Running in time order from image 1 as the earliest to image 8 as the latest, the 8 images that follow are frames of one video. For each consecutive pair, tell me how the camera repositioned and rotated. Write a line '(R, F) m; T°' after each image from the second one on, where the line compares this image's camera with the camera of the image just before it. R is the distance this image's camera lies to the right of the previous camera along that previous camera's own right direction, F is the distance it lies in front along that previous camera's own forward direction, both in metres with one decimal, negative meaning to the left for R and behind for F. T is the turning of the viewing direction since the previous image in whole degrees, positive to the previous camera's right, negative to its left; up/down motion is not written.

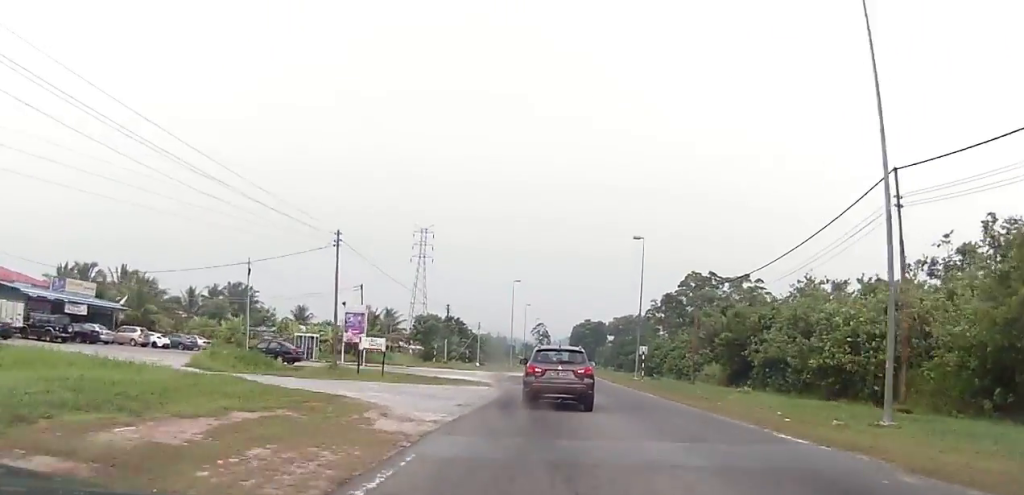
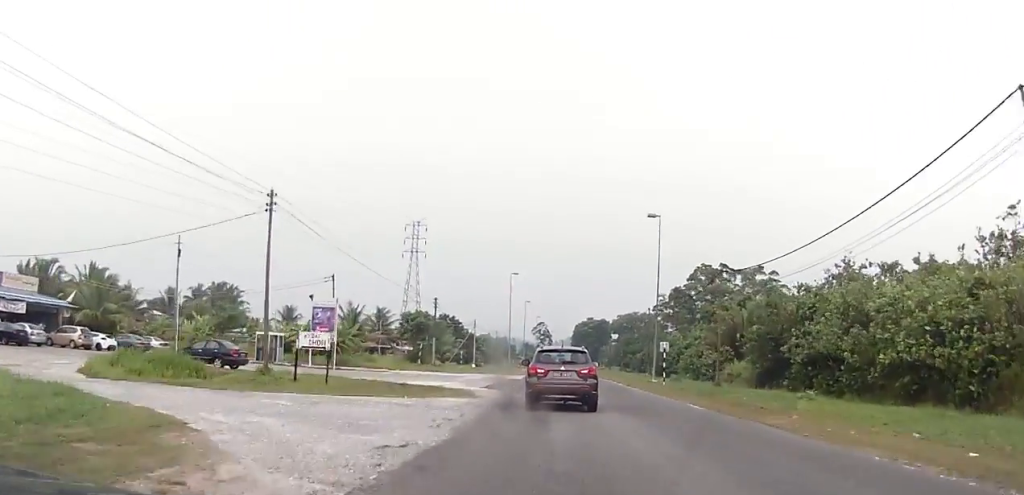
(0.0, +8.7) m; +1°
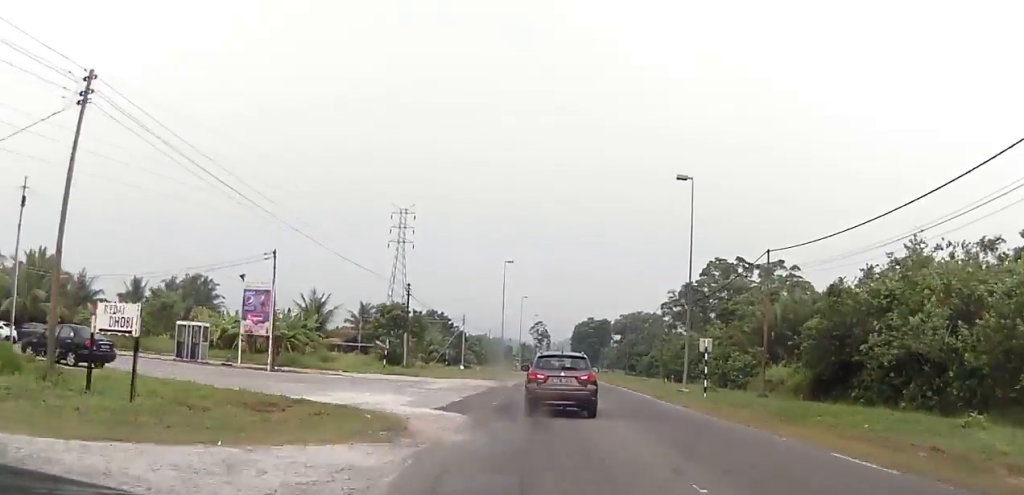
(+0.3, +12.0) m; +2°
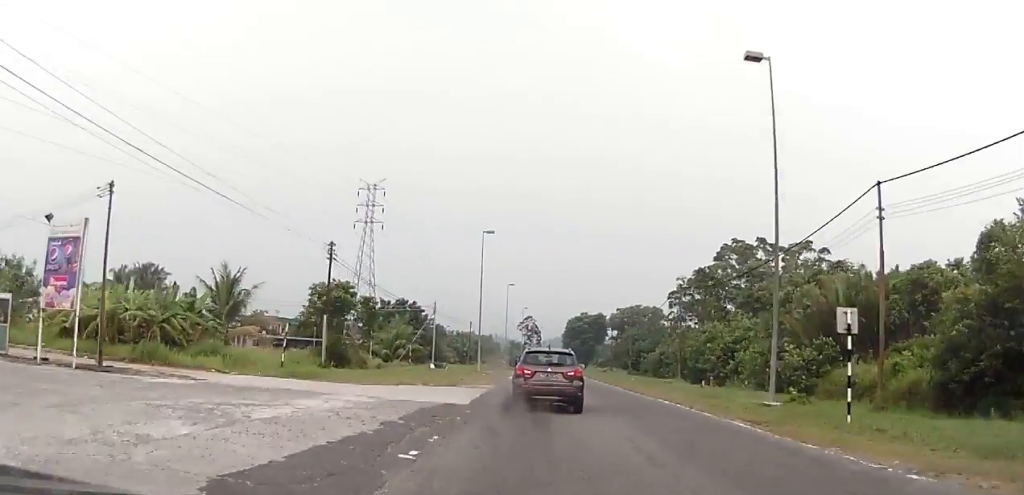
(+0.1, +16.6) m; 0°
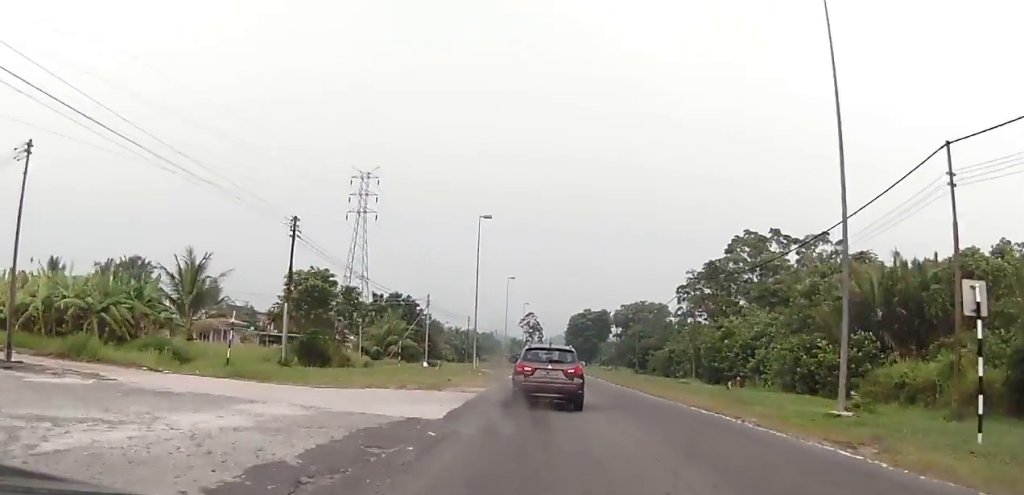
(0.0, +5.4) m; 0°
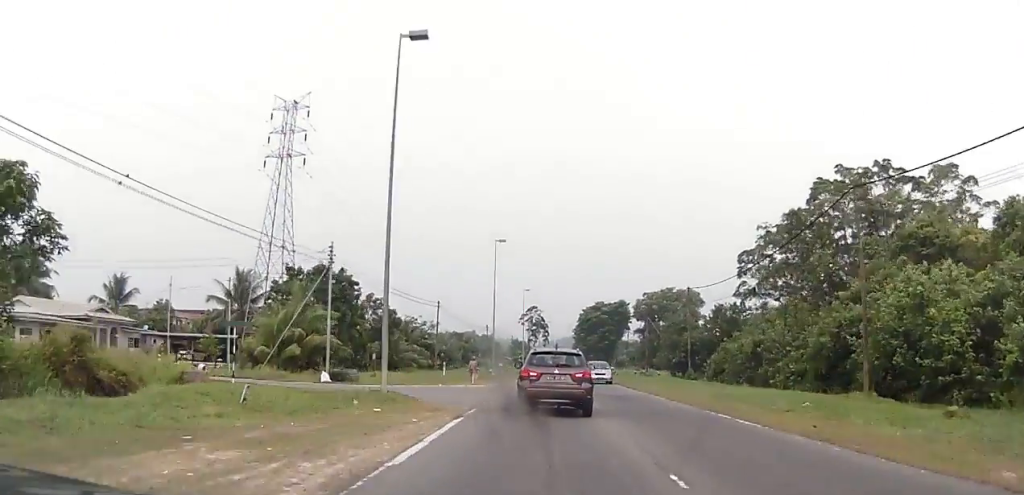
(-0.1, +32.1) m; 0°
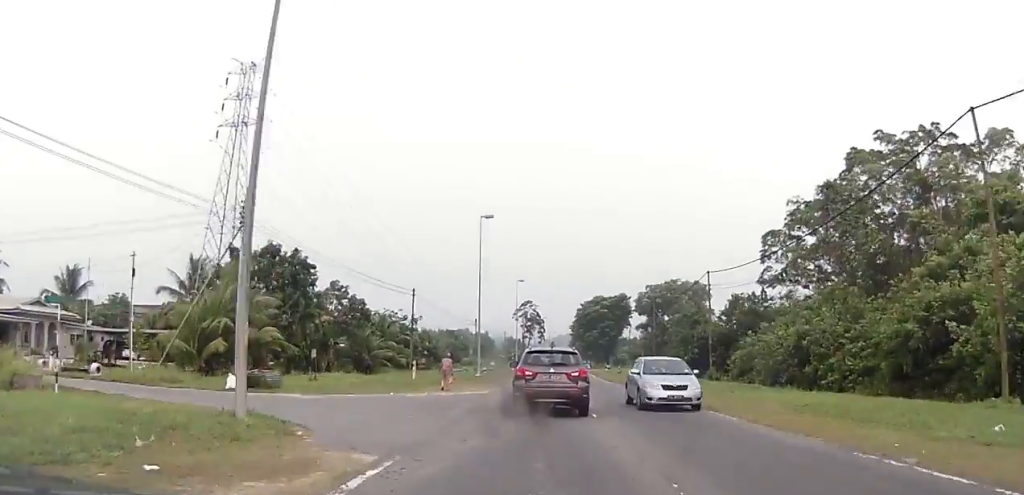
(0.0, +10.4) m; 0°
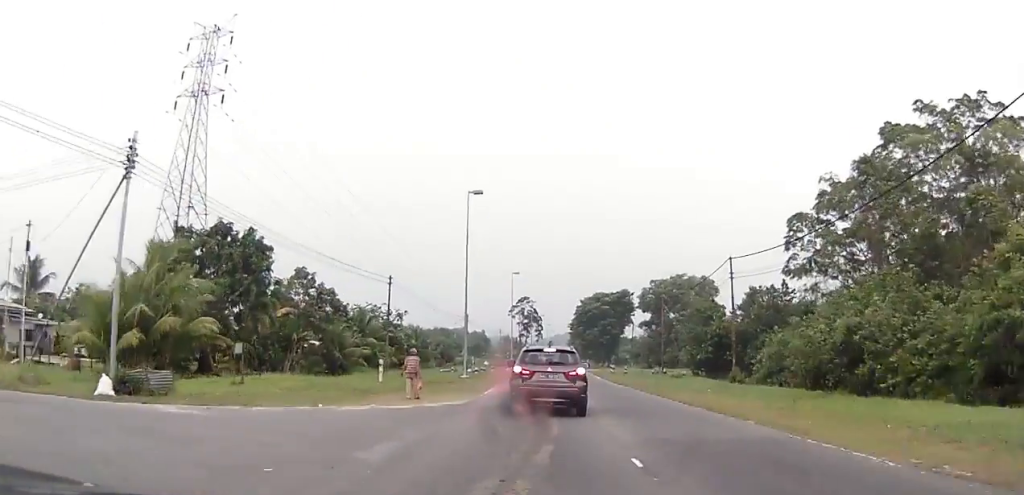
(0.0, +7.8) m; 0°
